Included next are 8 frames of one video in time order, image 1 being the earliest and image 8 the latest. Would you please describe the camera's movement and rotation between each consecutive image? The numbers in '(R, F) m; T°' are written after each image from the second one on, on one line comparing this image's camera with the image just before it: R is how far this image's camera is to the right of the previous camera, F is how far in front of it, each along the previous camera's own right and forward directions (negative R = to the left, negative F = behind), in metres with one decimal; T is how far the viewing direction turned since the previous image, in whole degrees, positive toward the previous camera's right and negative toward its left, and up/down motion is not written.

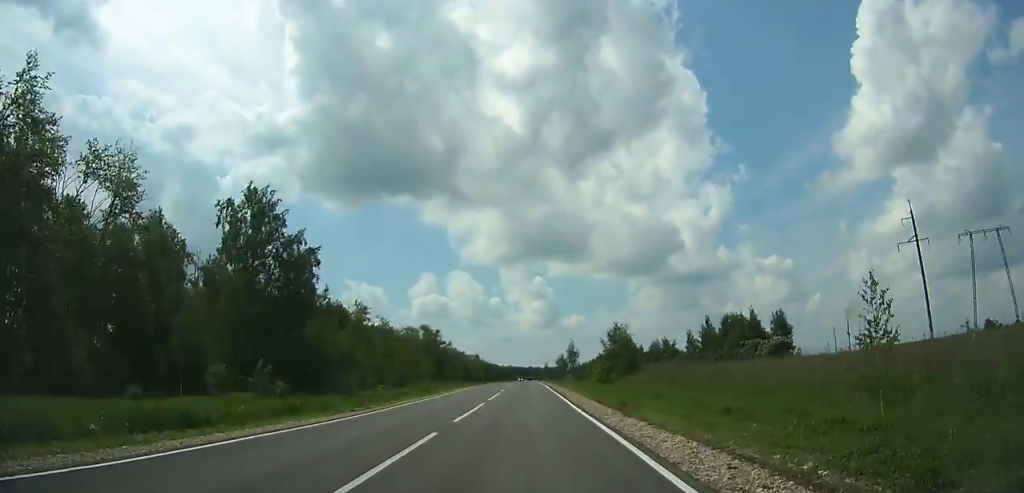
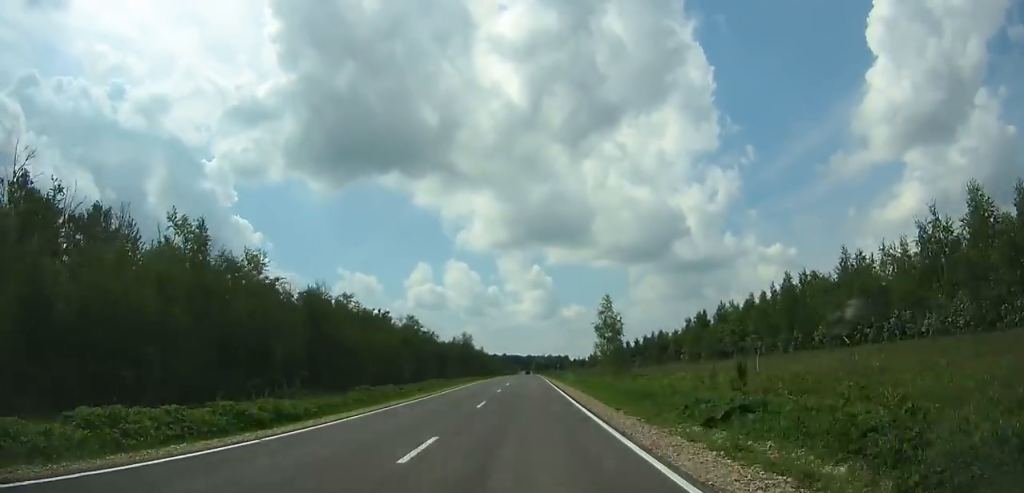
(-0.6, +223.2) m; 0°
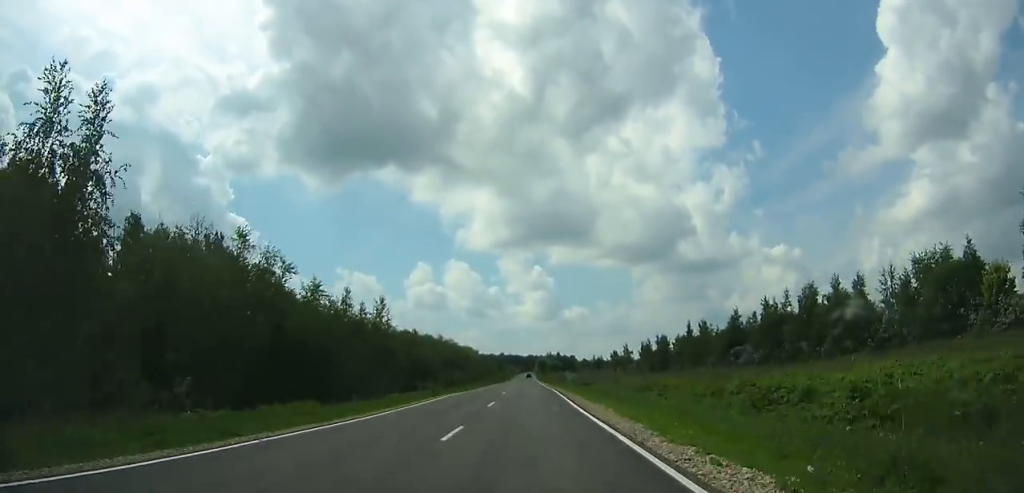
(0.0, +109.4) m; 0°
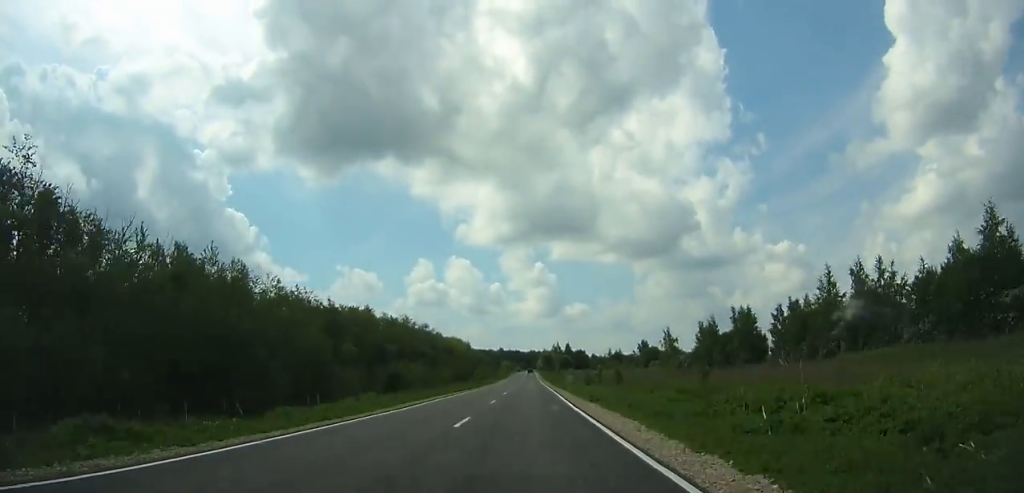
(-0.1, +69.2) m; 0°
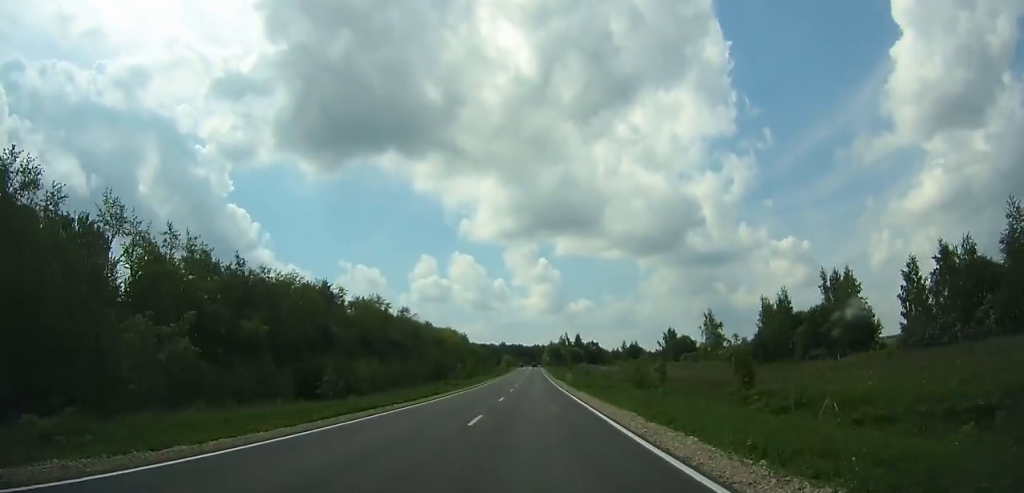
(0.0, +36.9) m; 0°
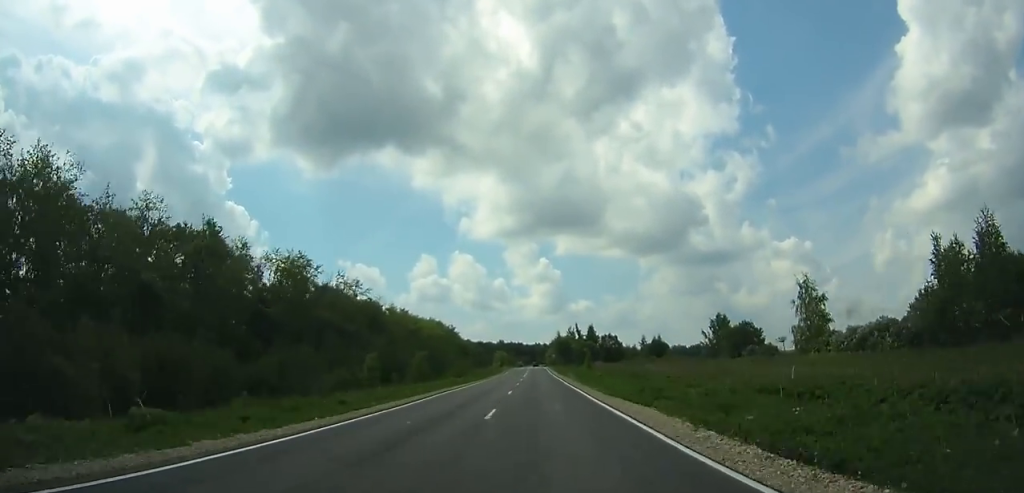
(+0.1, +46.9) m; 0°
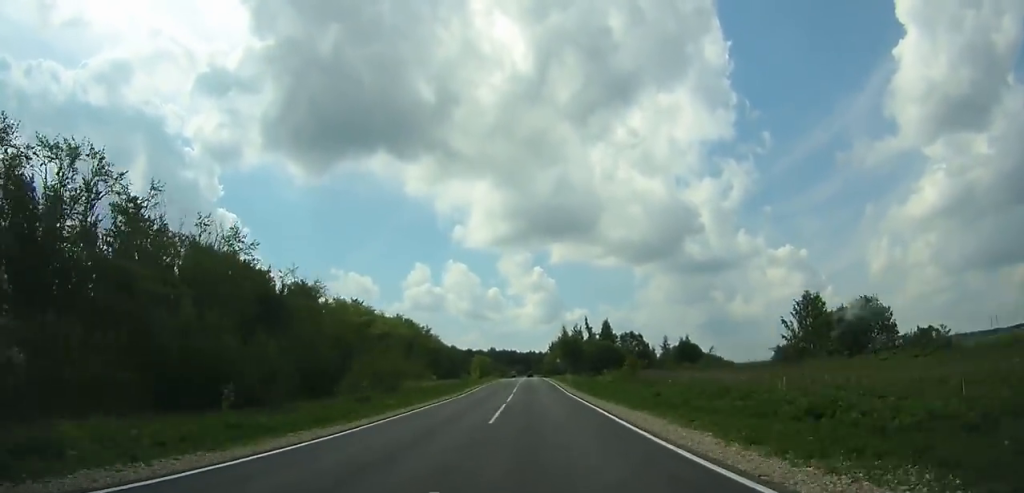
(+0.1, +46.4) m; 0°
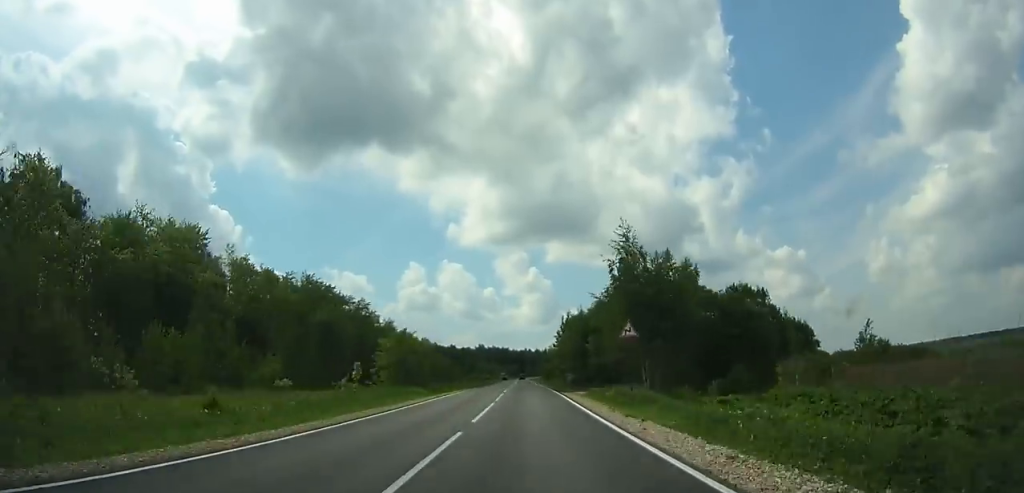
(+0.2, +71.4) m; 0°
